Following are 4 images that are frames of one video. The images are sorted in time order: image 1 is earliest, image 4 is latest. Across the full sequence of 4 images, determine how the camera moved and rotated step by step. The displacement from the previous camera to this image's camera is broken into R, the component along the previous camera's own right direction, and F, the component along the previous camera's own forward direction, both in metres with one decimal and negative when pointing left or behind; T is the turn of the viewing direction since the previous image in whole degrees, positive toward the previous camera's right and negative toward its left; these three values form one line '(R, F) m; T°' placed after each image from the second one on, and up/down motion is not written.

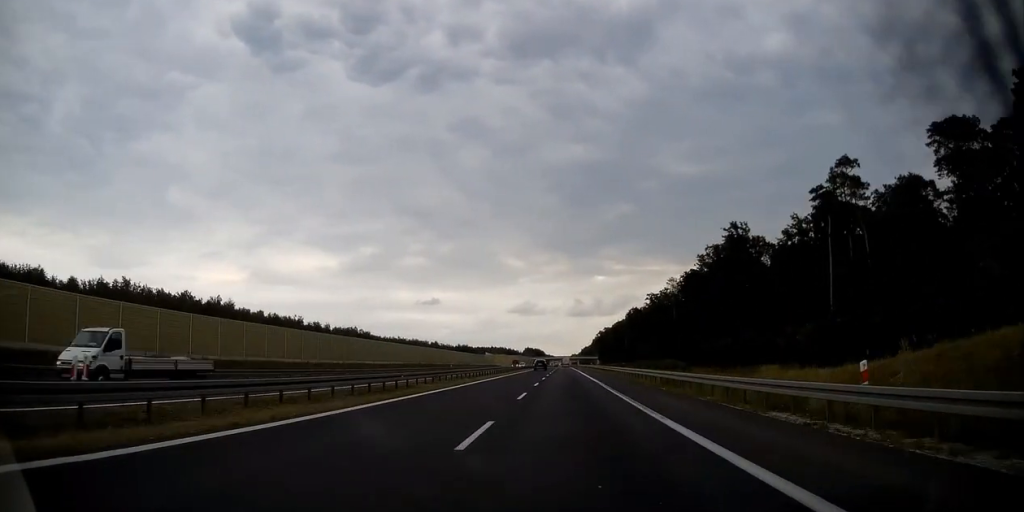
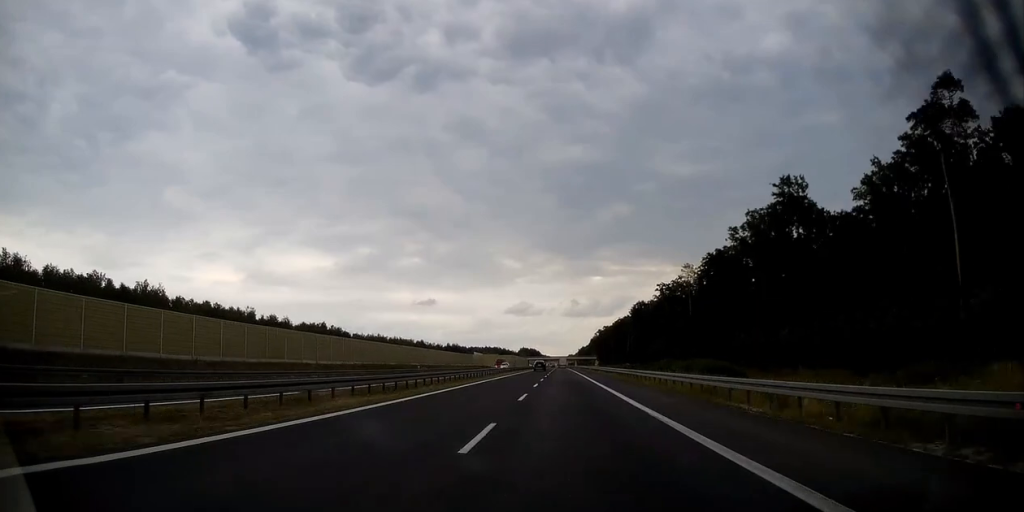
(+0.5, +24.1) m; +1°
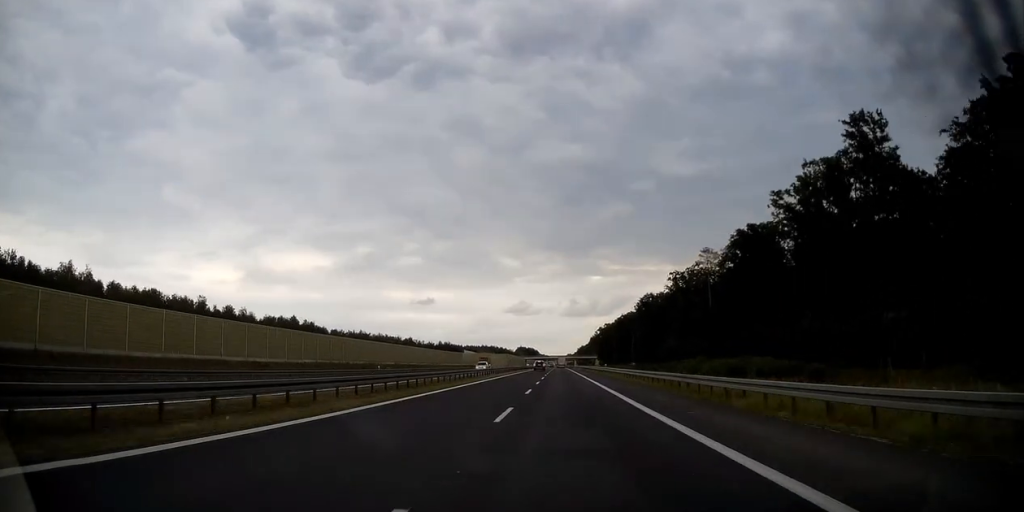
(-0.3, +19.5) m; 0°
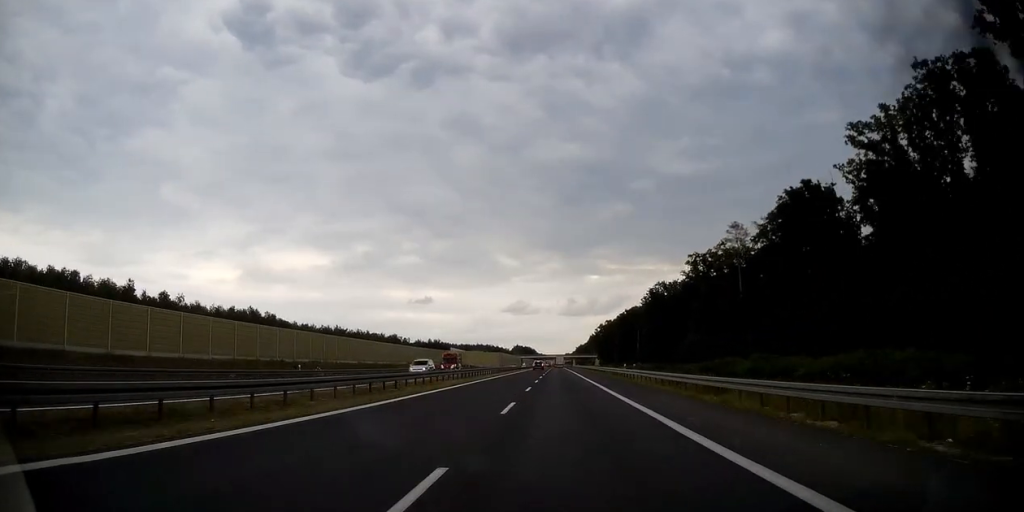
(-0.1, +23.0) m; 0°
